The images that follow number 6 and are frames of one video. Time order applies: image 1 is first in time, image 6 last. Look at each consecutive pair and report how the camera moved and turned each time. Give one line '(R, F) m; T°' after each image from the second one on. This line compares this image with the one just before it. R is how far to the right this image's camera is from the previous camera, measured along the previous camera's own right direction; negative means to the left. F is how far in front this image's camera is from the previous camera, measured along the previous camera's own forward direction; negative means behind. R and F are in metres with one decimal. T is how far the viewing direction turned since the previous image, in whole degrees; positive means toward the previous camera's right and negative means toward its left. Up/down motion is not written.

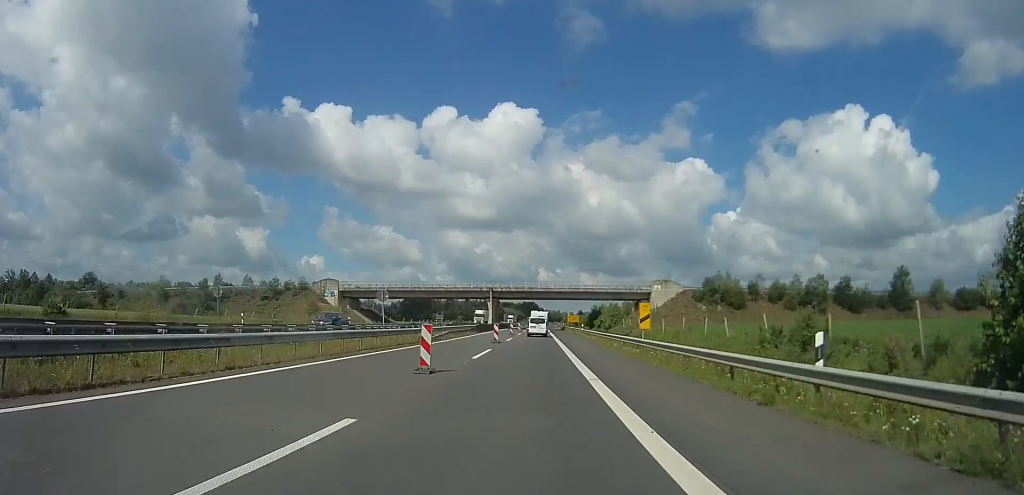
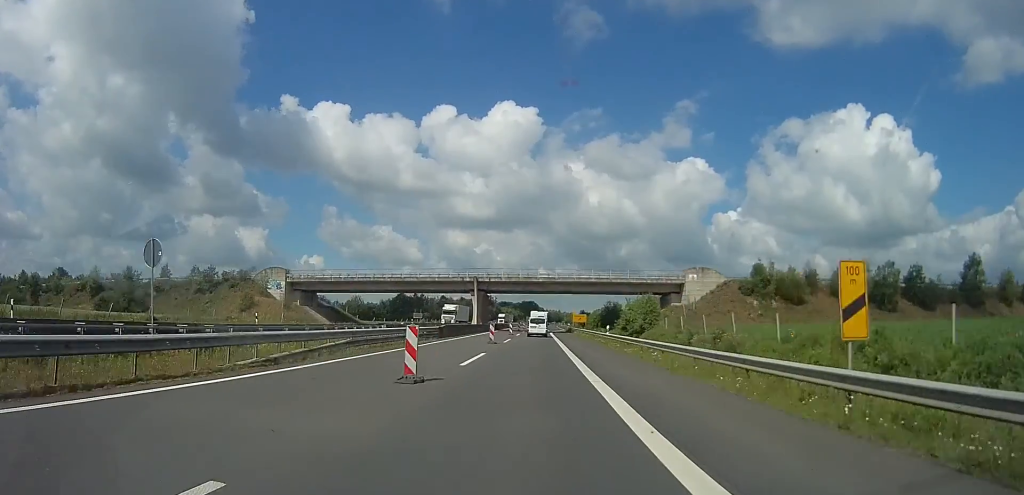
(+0.6, +20.8) m; +2°
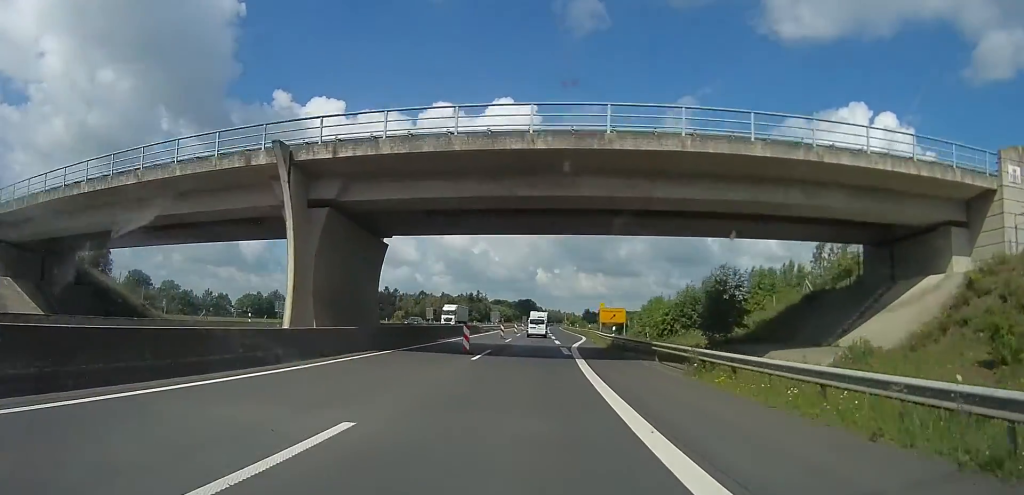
(+0.5, +51.0) m; +1°
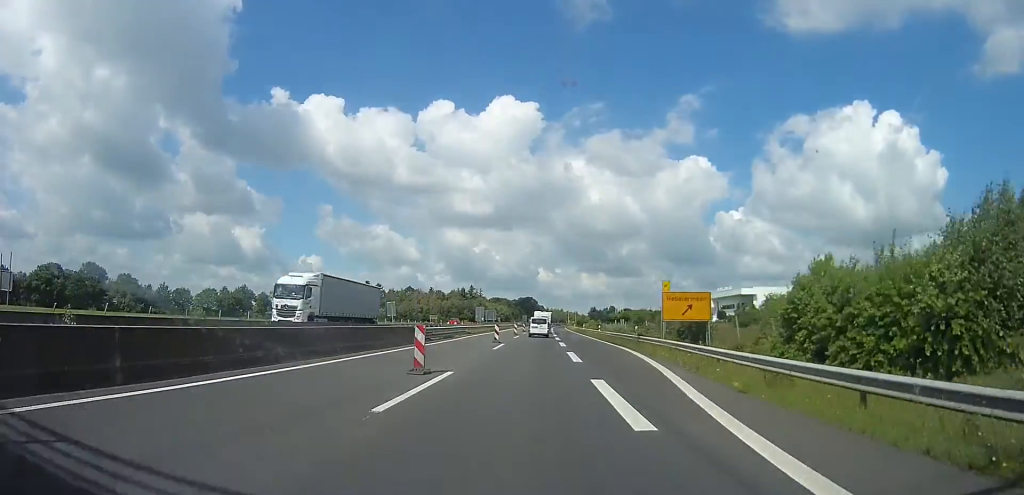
(0.0, +29.0) m; 0°
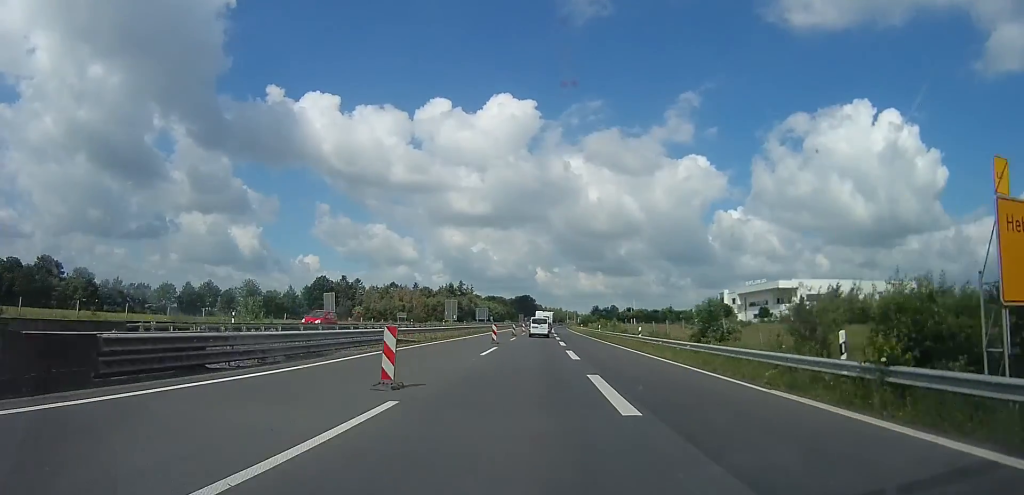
(0.0, +23.2) m; 0°
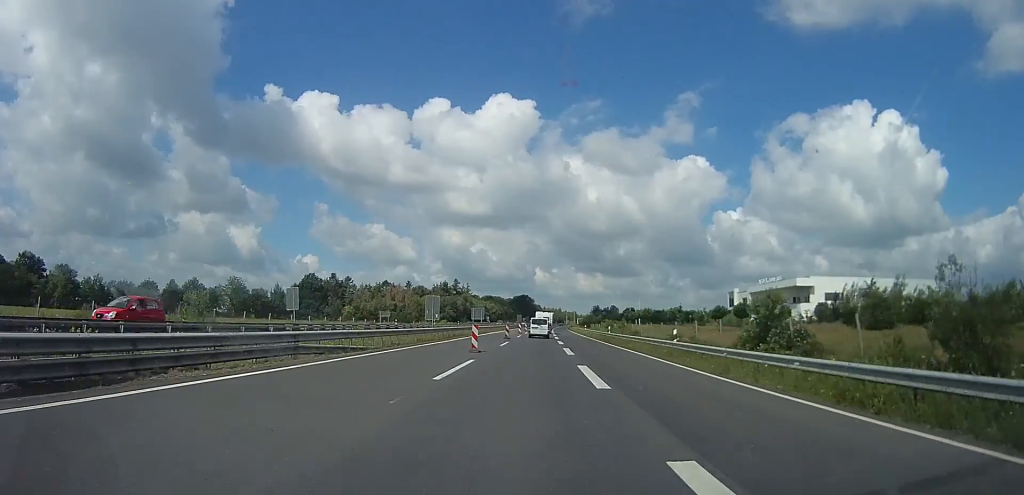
(0.0, +8.7) m; 0°
